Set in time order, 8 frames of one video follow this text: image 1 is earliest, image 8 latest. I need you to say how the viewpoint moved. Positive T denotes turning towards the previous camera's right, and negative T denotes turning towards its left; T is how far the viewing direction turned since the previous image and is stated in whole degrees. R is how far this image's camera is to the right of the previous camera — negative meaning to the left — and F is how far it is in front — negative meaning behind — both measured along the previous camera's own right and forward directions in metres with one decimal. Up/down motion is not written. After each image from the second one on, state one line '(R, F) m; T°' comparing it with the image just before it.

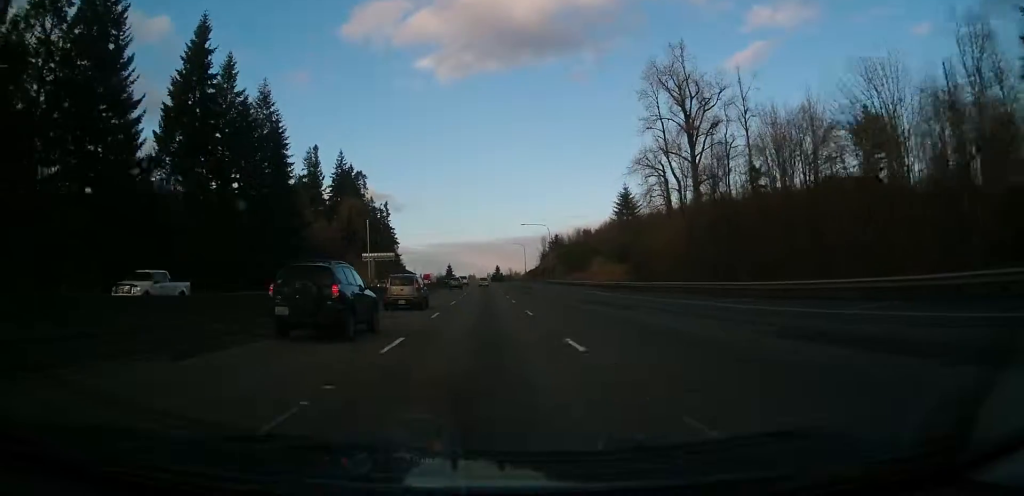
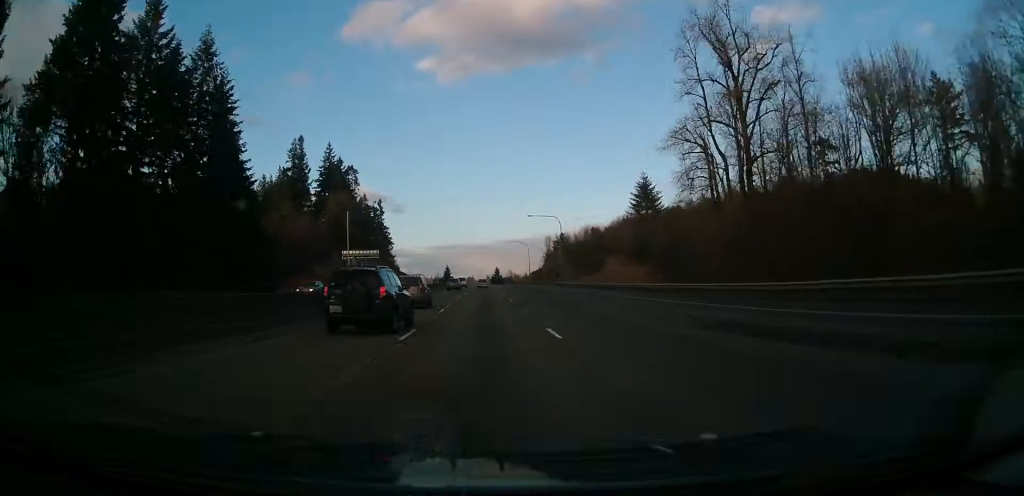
(0.0, +21.6) m; 0°
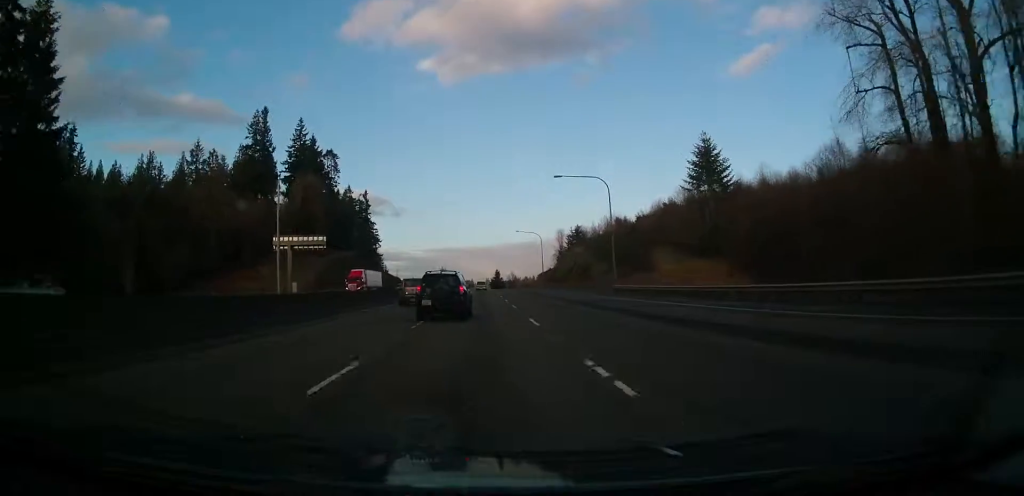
(-0.1, +44.0) m; 0°
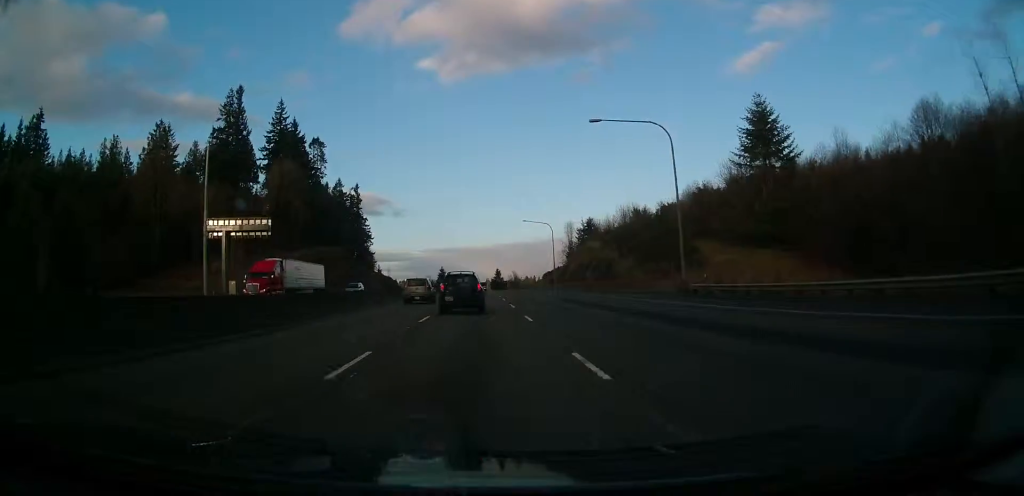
(+0.1, +23.4) m; 0°
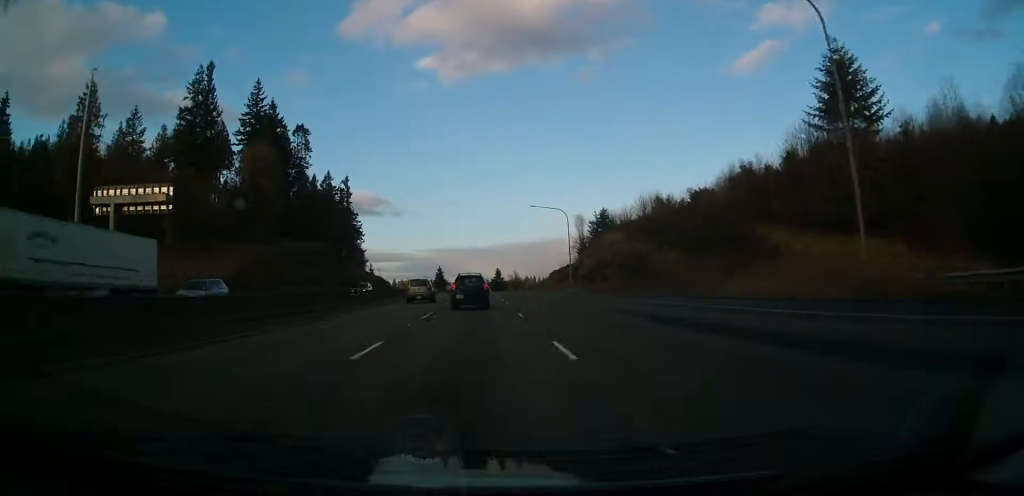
(+0.1, +22.3) m; 0°
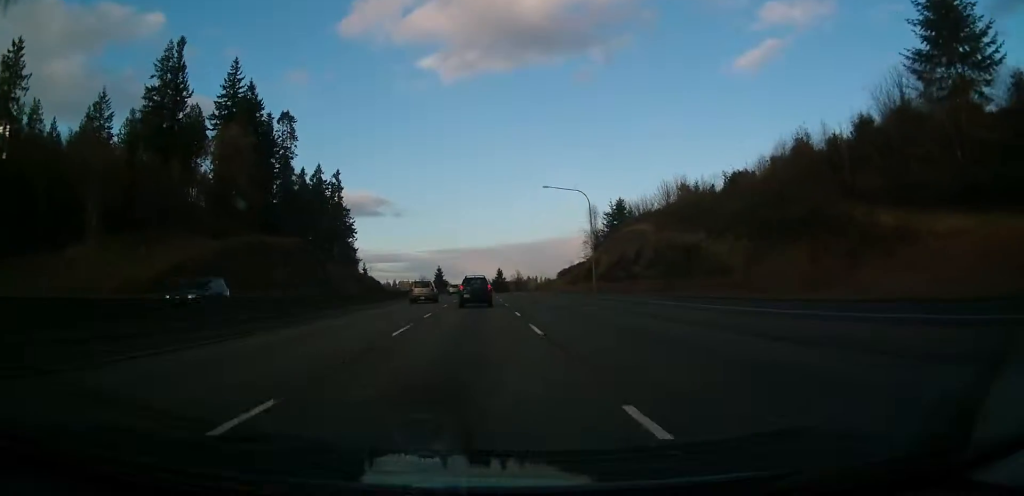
(0.0, +19.1) m; 0°
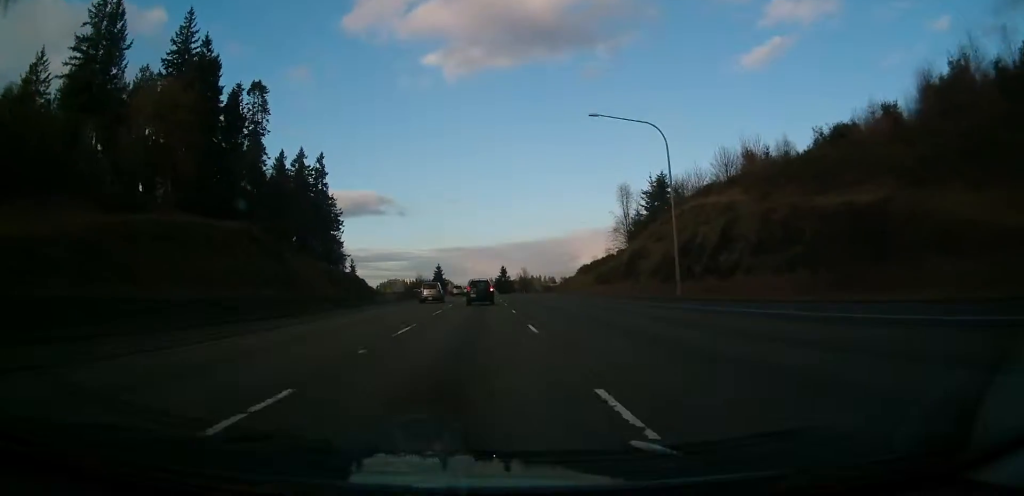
(-0.3, +32.1) m; 0°
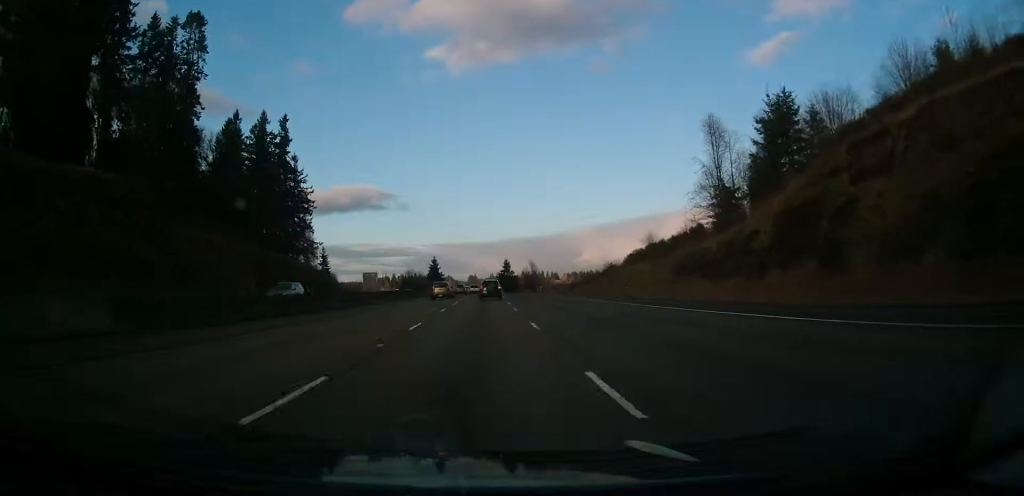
(+0.1, +46.9) m; 0°
